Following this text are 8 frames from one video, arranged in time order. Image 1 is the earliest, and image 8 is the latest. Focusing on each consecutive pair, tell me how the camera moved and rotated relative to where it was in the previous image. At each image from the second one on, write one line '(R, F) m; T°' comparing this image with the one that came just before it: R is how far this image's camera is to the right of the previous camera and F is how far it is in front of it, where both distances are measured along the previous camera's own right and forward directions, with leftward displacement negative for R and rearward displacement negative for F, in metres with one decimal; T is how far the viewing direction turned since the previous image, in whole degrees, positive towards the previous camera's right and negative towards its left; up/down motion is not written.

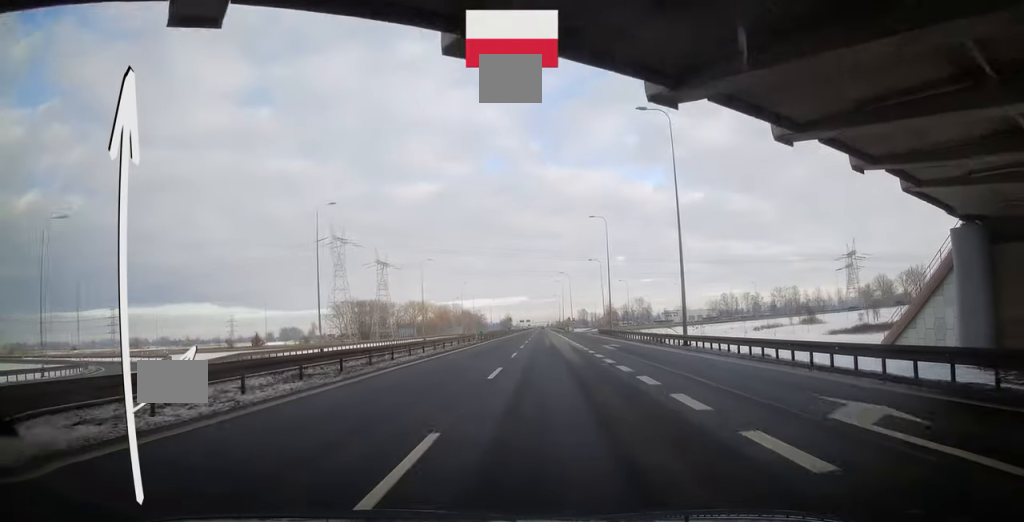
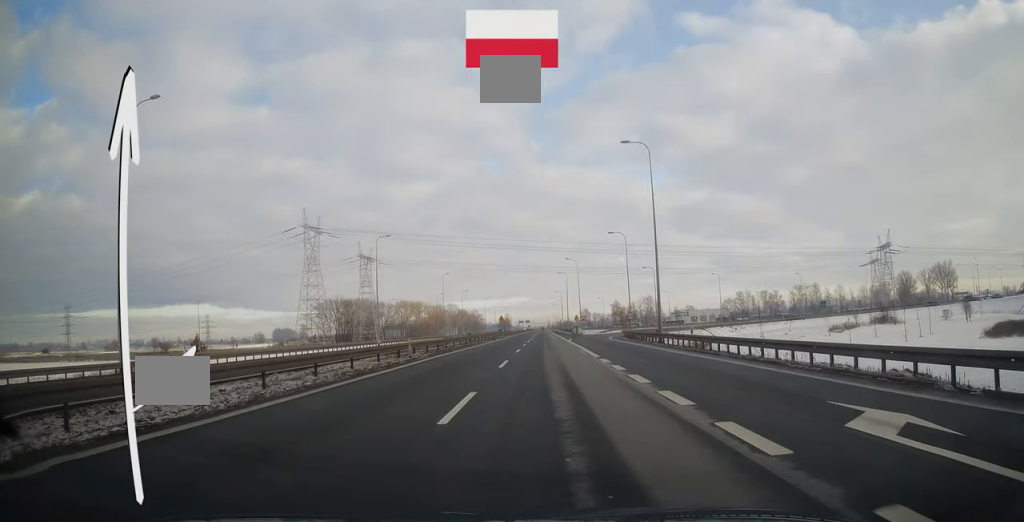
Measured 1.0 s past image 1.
(0.0, +30.7) m; 0°
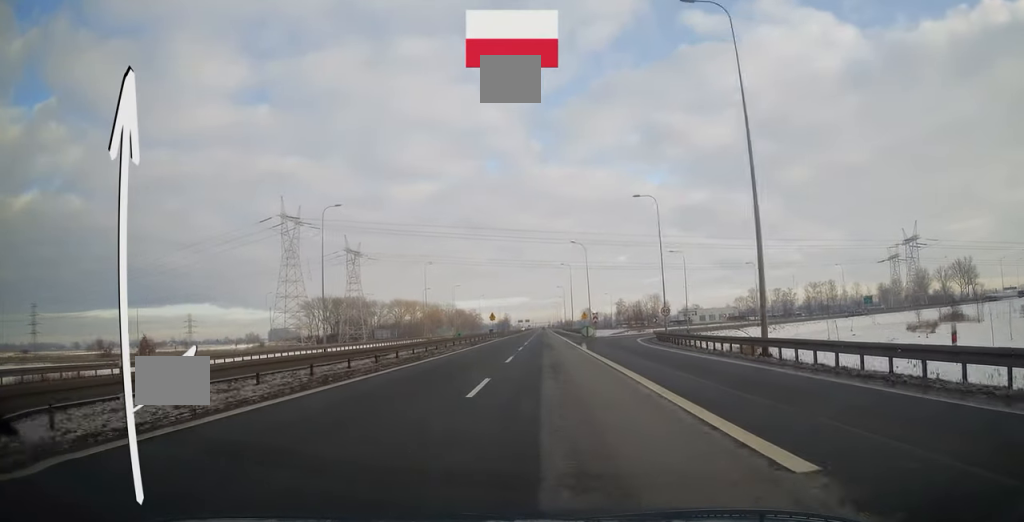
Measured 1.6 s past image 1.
(-0.1, +21.0) m; 0°
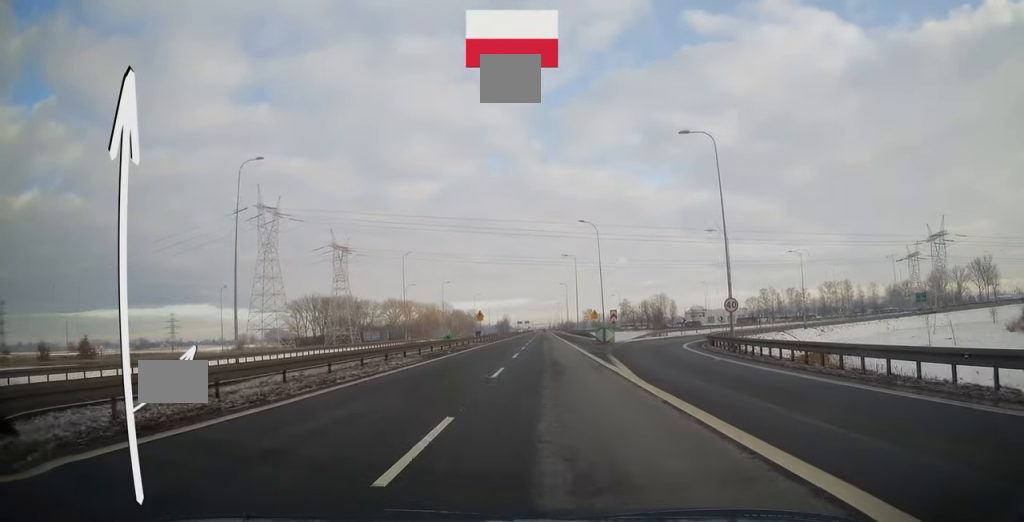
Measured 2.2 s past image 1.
(0.0, +19.6) m; 0°
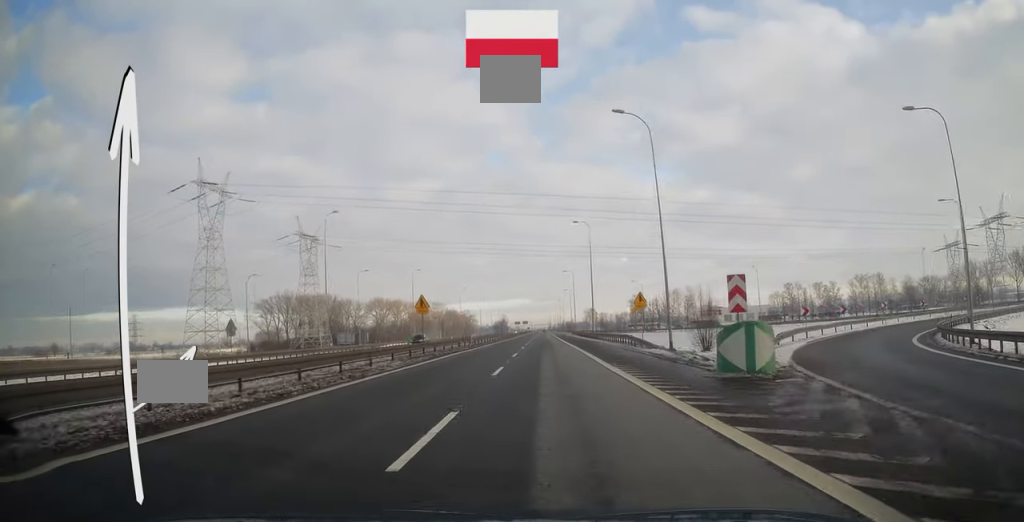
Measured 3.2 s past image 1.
(0.0, +39.1) m; 0°
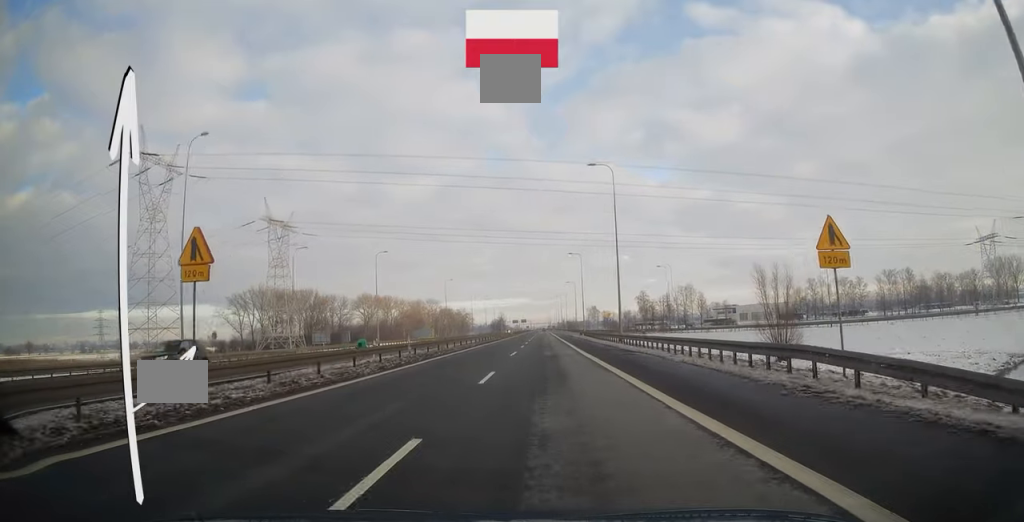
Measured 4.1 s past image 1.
(+0.1, +27.9) m; 0°
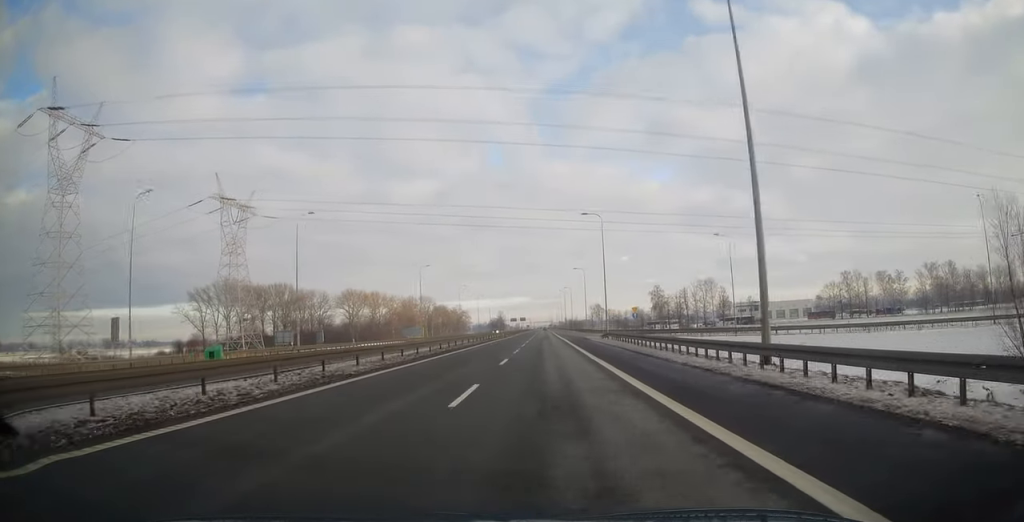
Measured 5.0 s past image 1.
(+0.1, +32.0) m; 0°
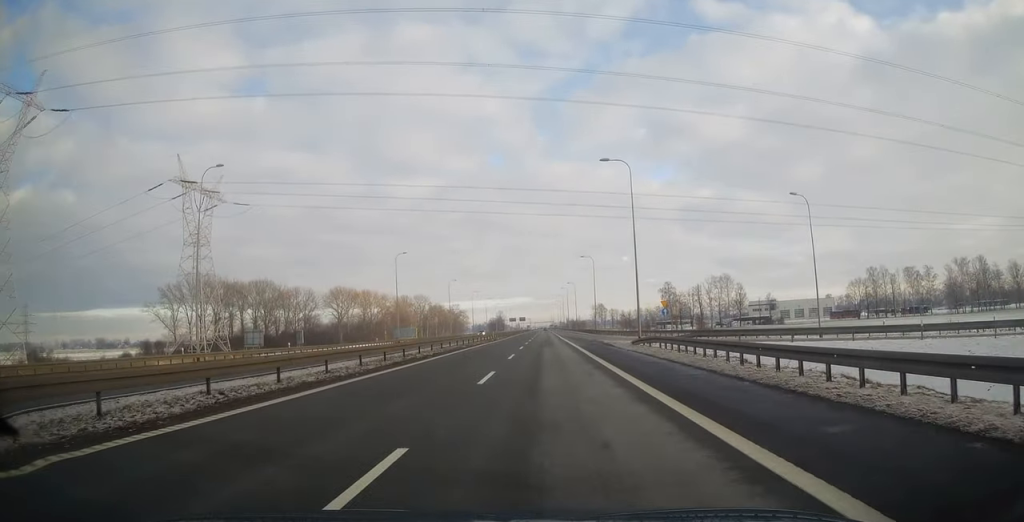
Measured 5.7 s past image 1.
(0.0, +20.5) m; 0°
